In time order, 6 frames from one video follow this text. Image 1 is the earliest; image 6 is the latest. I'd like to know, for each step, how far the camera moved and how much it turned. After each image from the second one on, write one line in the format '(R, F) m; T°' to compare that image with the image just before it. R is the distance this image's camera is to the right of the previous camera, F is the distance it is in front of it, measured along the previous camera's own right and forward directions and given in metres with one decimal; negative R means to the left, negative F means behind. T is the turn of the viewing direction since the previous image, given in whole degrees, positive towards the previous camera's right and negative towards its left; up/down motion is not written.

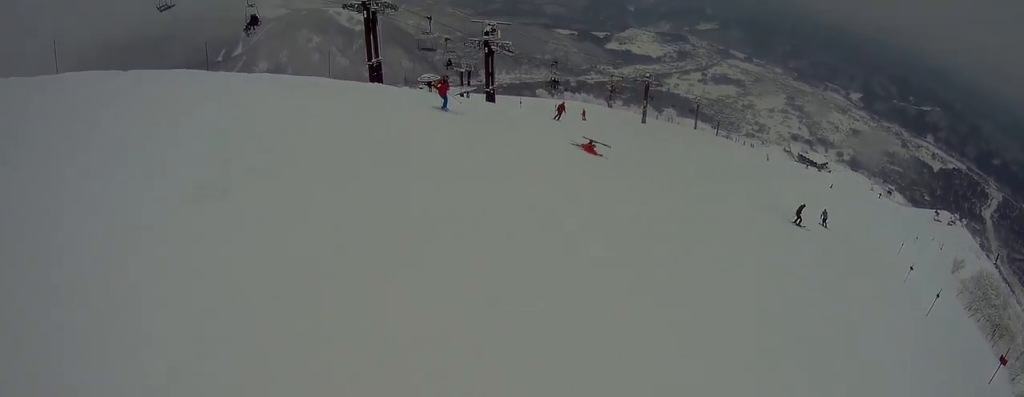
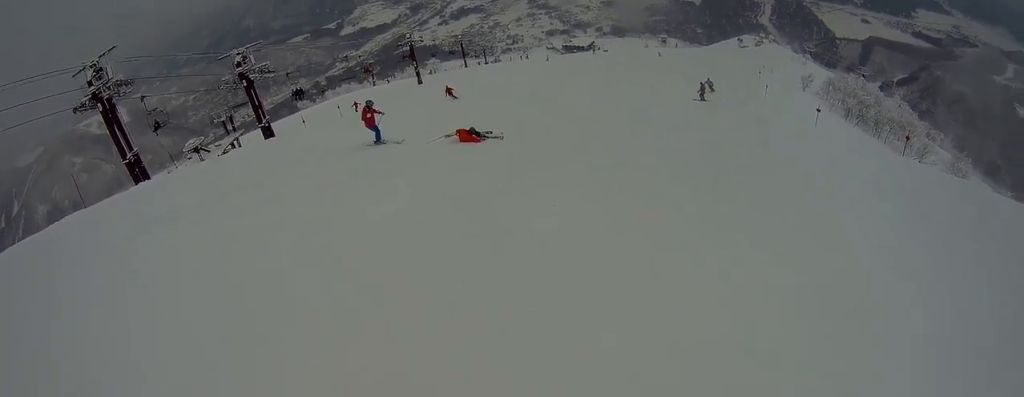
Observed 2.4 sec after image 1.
(-0.8, +8.0) m; +47°
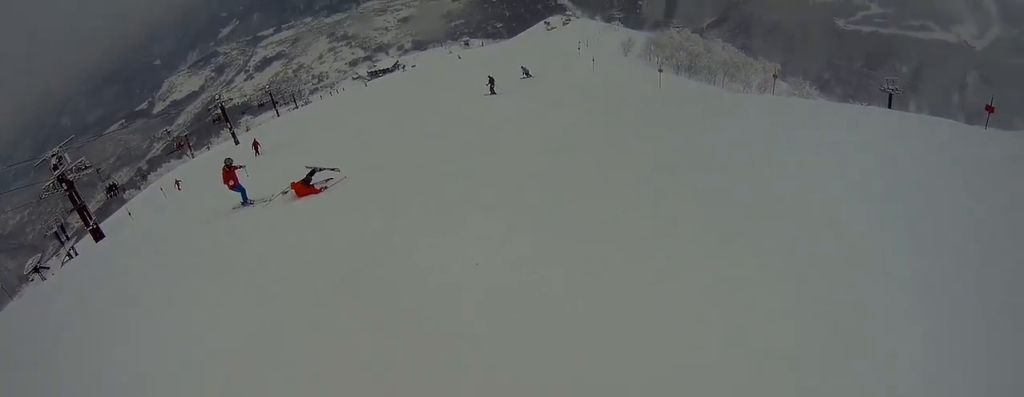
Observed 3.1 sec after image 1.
(+1.6, +2.4) m; +22°
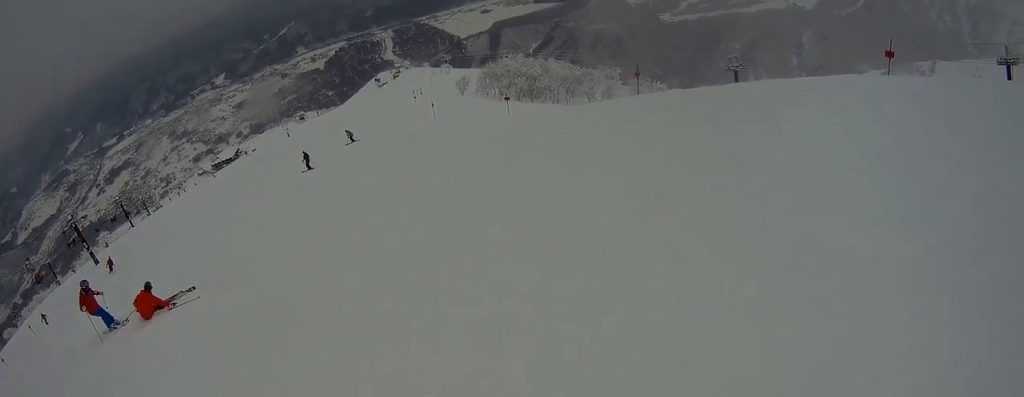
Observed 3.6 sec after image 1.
(0.0, +2.1) m; +4°
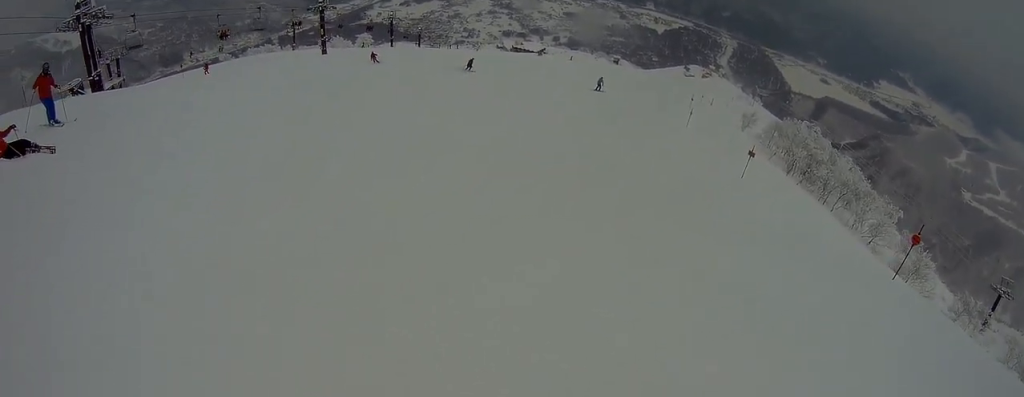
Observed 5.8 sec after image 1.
(-1.1, +9.0) m; -38°
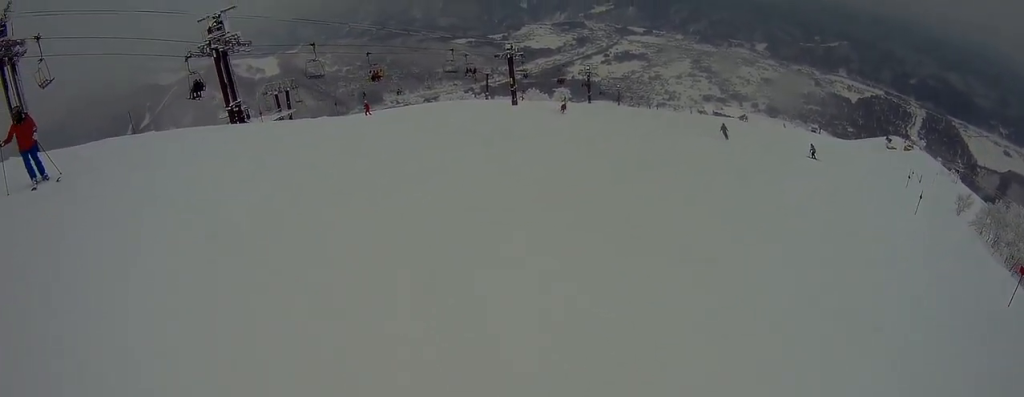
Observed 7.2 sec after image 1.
(-3.1, +5.1) m; -39°
